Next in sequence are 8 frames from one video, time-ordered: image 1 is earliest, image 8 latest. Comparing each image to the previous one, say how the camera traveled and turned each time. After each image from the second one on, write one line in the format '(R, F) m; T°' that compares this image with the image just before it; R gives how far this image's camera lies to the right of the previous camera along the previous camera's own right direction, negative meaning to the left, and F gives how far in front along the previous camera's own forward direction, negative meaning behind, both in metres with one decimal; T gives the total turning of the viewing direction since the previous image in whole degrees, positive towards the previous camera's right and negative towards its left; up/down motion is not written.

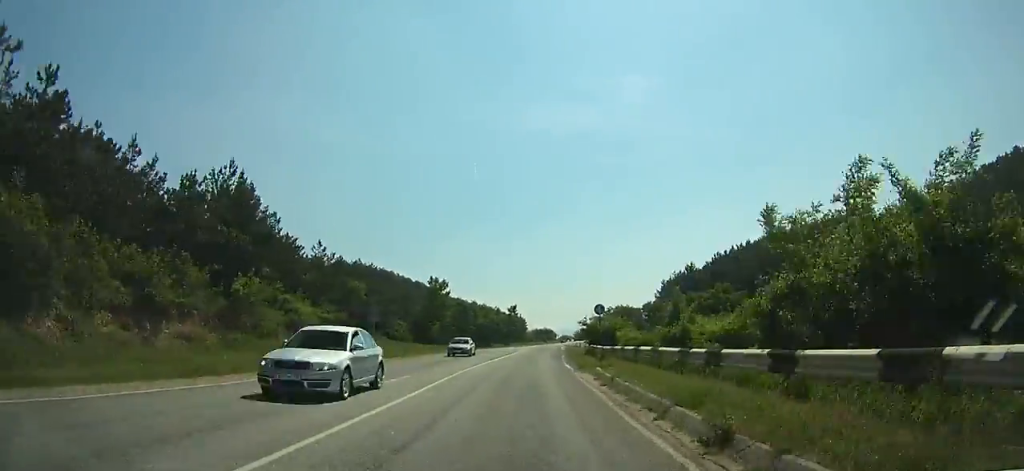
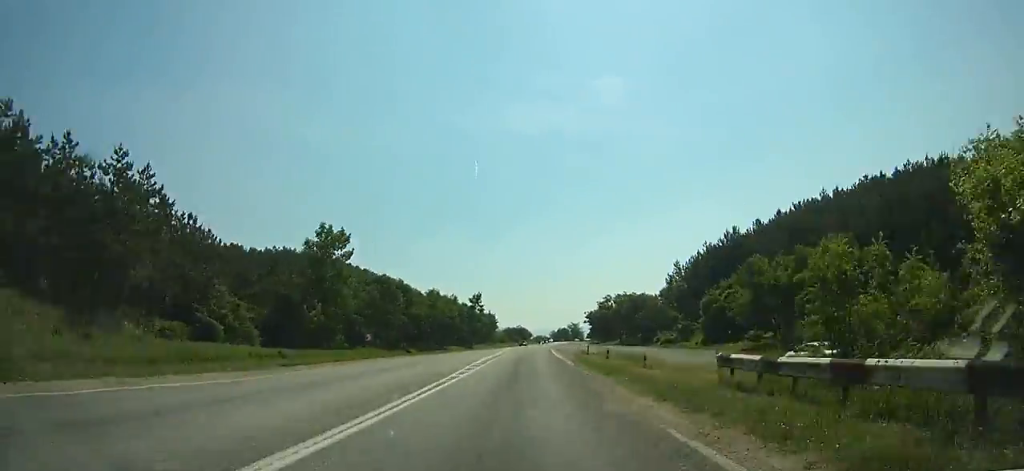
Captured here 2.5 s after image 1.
(+1.3, +42.6) m; +3°
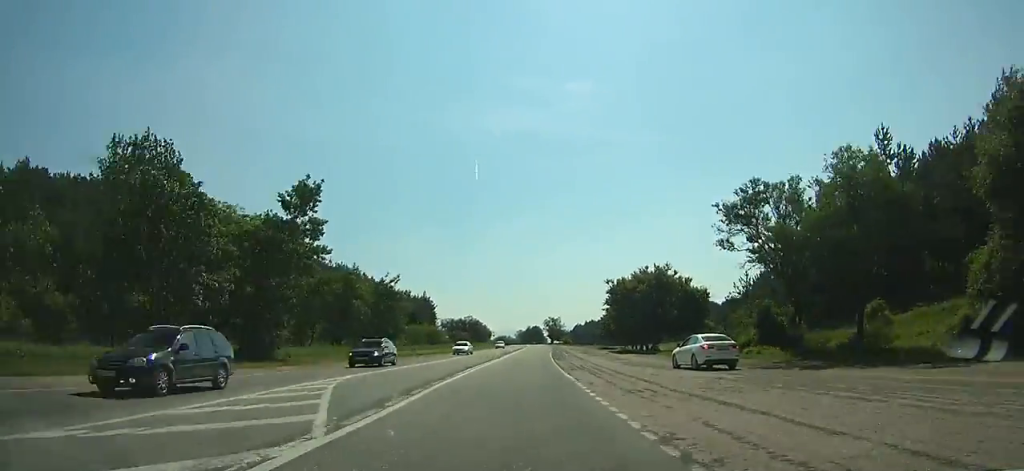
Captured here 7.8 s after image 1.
(+2.5, +88.1) m; +3°
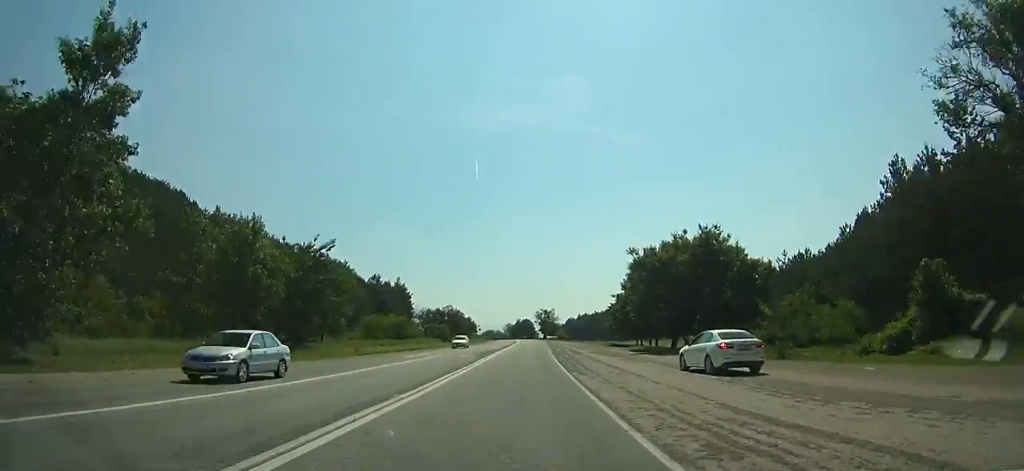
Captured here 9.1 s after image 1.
(+0.2, +21.3) m; +1°
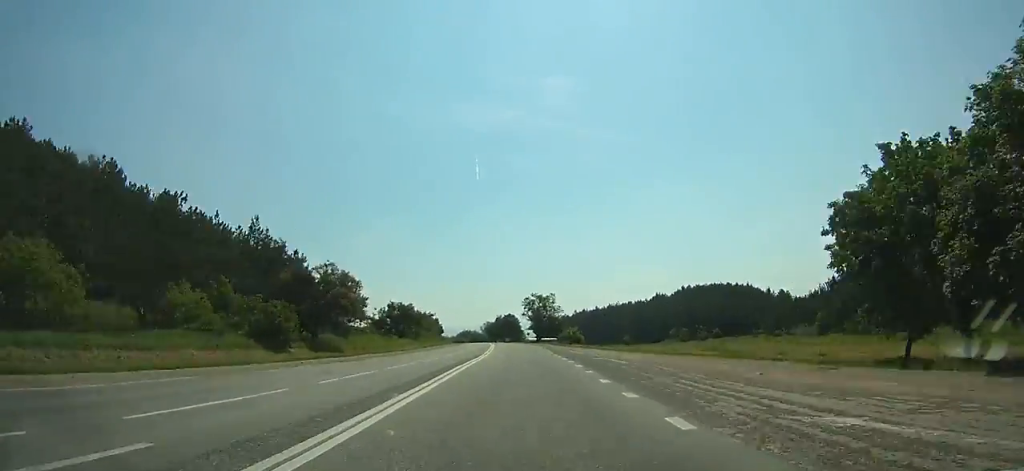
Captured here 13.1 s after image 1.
(+1.0, +65.9) m; +1°
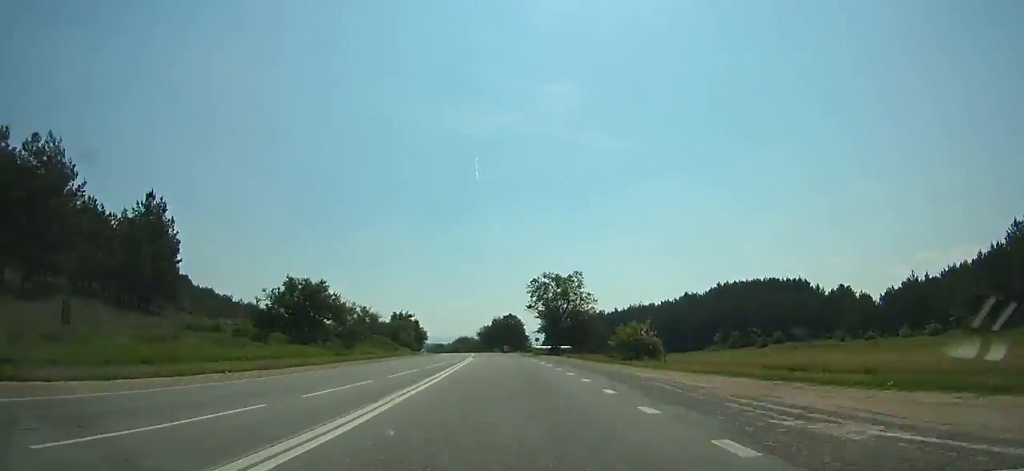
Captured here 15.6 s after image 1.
(+0.1, +41.7) m; -1°
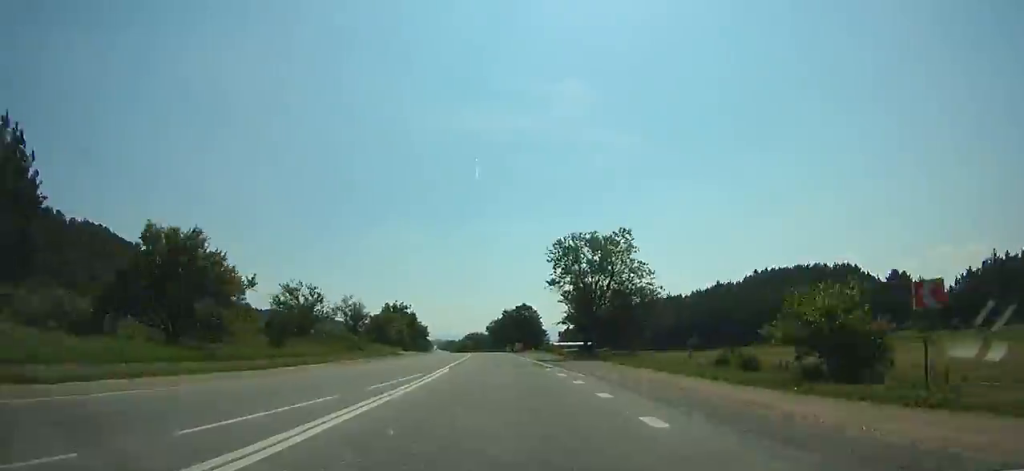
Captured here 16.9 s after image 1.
(+0.3, +21.9) m; -1°
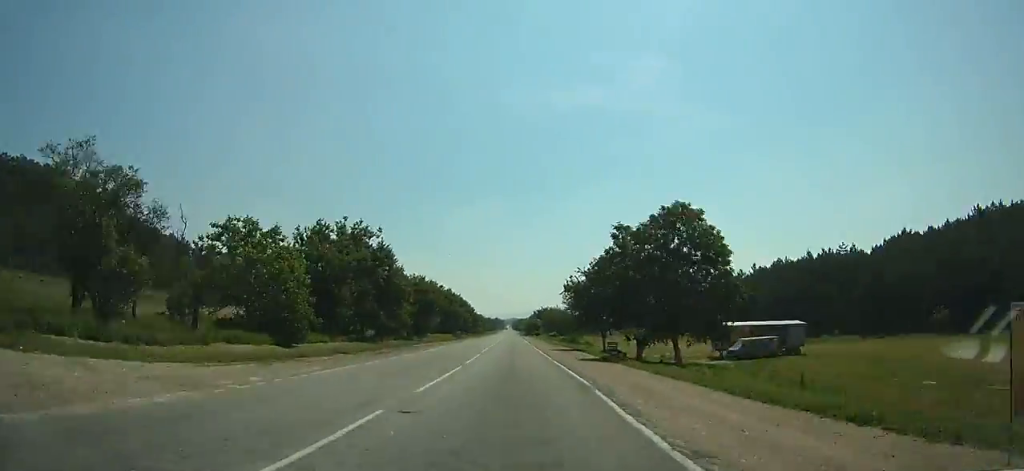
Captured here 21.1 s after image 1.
(-3.3, +71.4) m; -5°
